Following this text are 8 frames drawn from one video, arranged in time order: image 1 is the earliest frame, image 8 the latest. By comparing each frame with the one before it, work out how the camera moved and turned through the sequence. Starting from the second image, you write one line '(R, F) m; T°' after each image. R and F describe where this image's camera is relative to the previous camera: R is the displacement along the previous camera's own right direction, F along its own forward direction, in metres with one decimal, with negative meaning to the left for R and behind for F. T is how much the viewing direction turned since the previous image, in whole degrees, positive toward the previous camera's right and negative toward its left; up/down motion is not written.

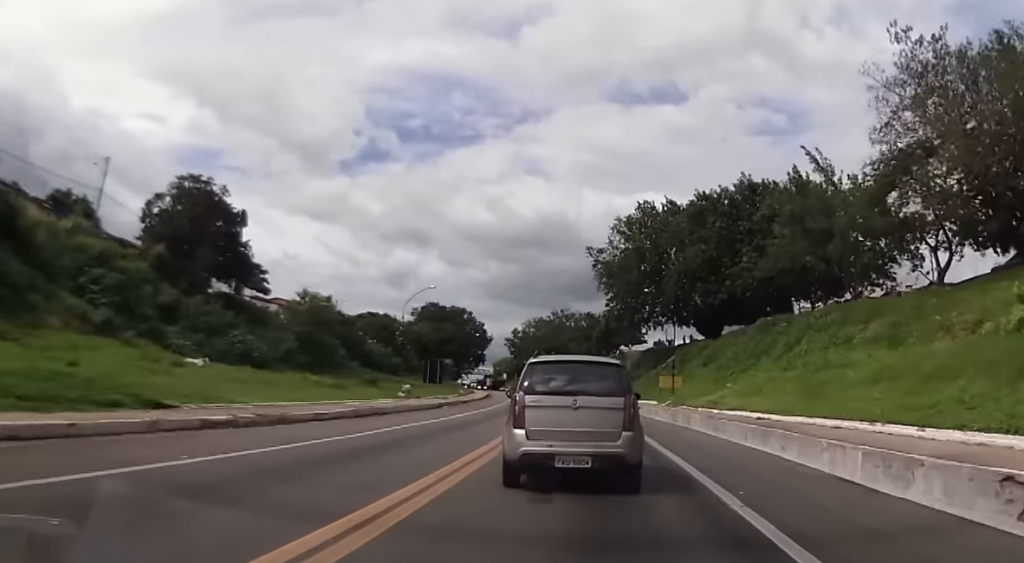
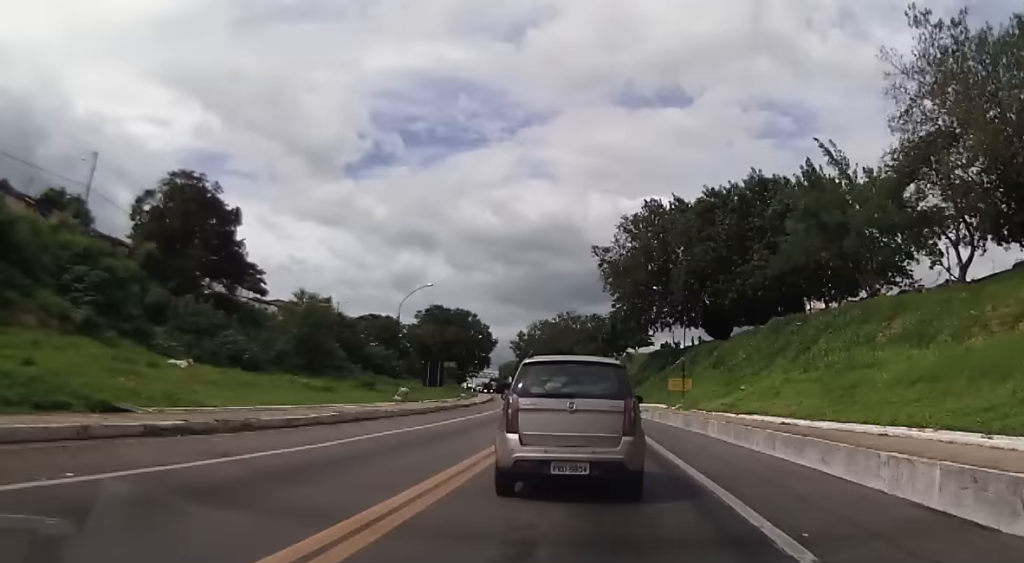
(0.0, +2.5) m; -1°
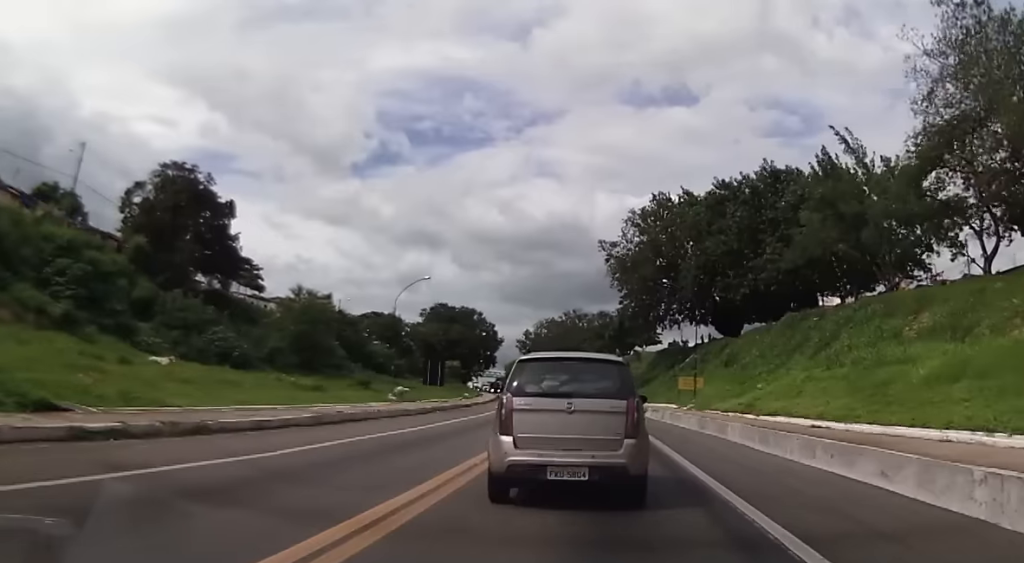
(0.0, +2.9) m; 0°
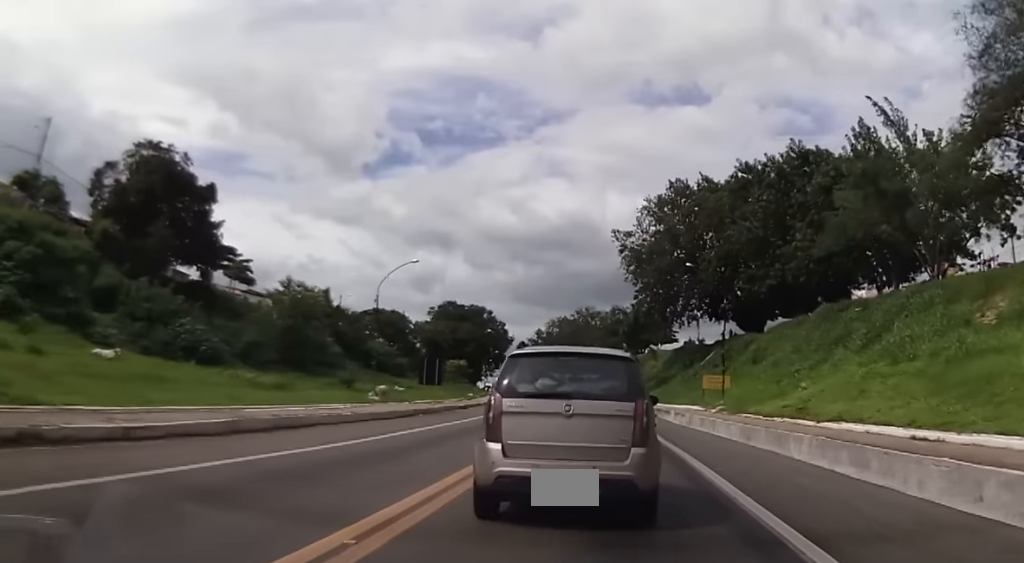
(0.0, +7.5) m; 0°
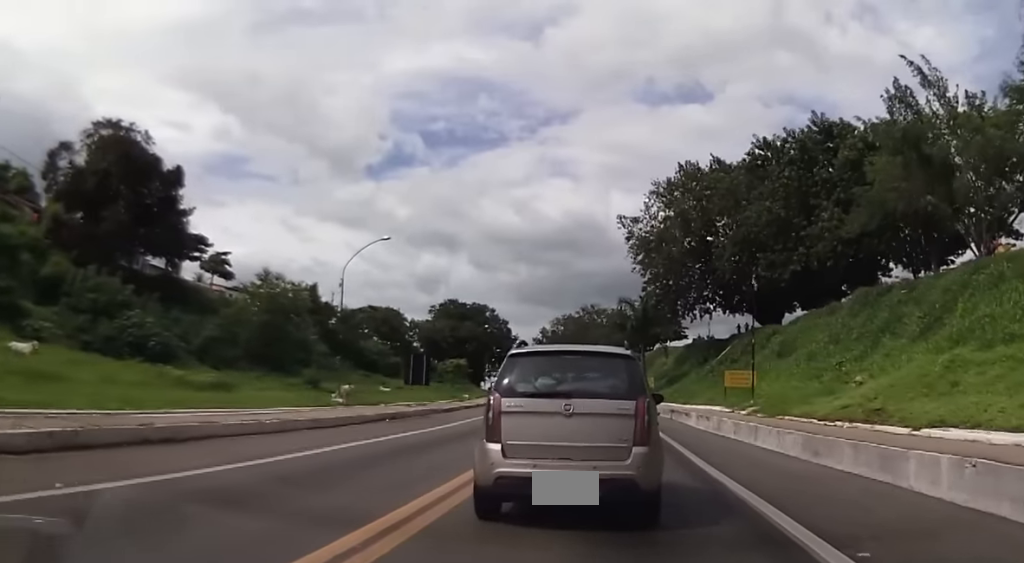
(+0.1, +8.8) m; +2°
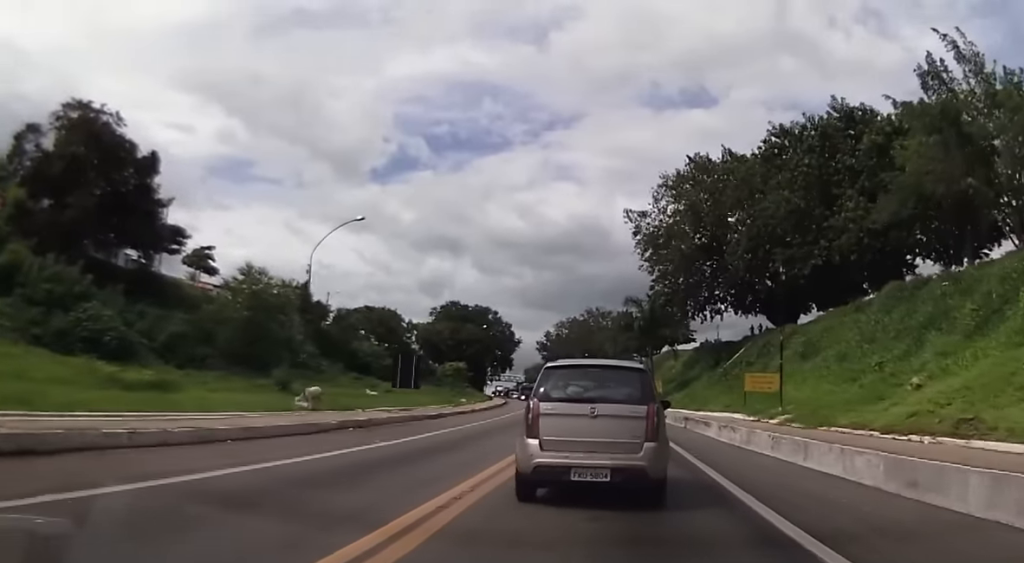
(+0.2, +6.4) m; -4°
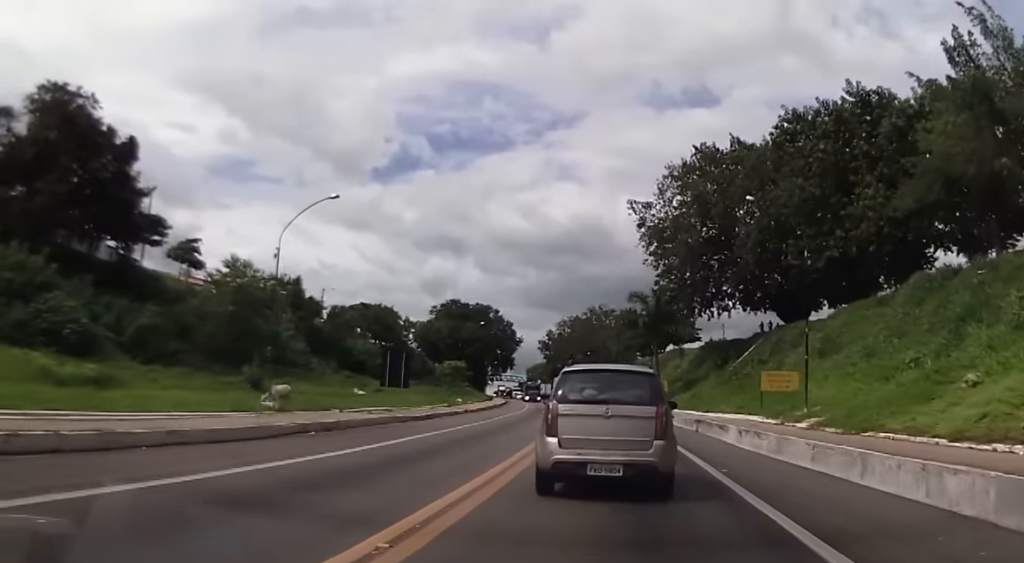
(-0.5, +3.3) m; 0°
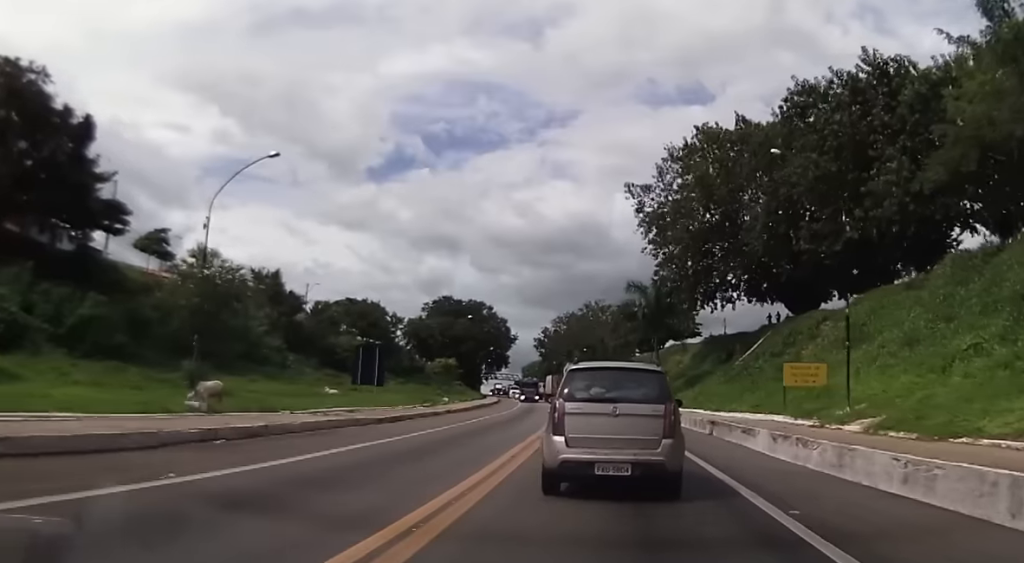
(+0.4, +3.9) m; 0°
